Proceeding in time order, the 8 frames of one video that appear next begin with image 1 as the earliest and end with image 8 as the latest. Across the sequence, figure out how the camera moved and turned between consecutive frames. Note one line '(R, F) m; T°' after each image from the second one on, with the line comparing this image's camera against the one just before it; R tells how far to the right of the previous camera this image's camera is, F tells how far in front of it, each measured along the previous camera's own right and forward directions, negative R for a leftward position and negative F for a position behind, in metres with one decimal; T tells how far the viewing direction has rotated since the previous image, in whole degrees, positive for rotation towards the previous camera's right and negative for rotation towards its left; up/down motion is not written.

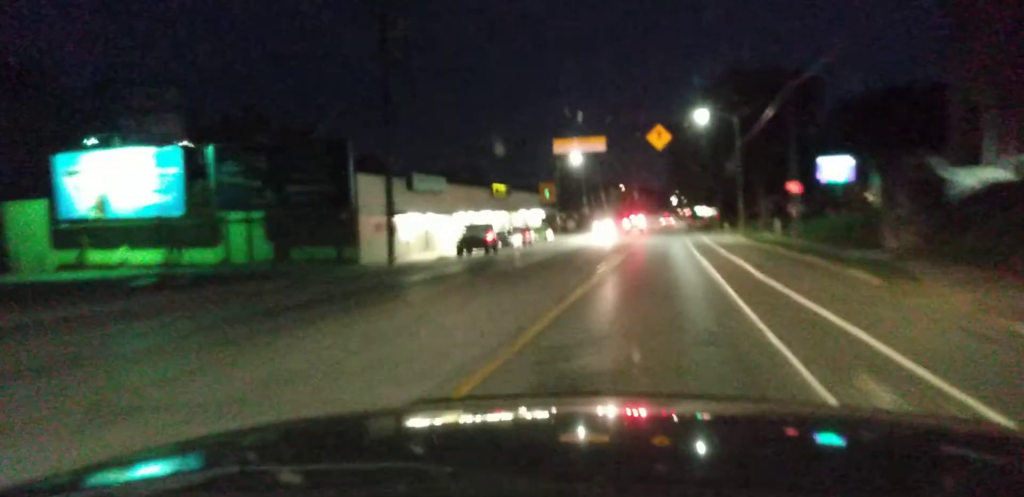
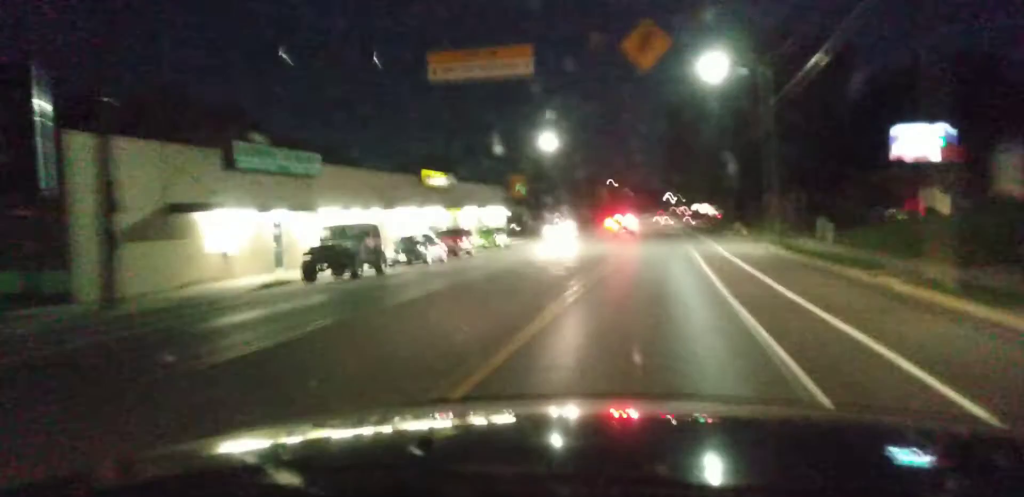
(-0.1, +17.5) m; -1°
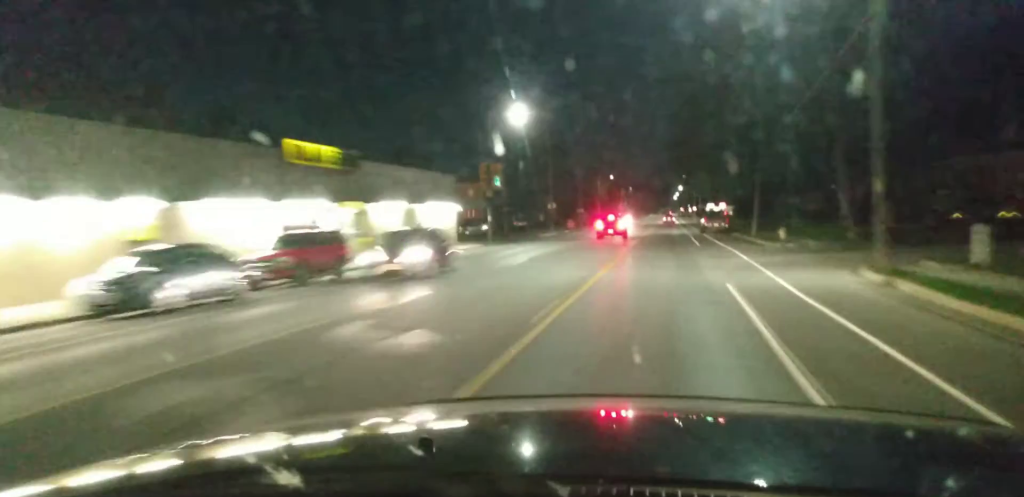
(-0.2, +18.6) m; -1°
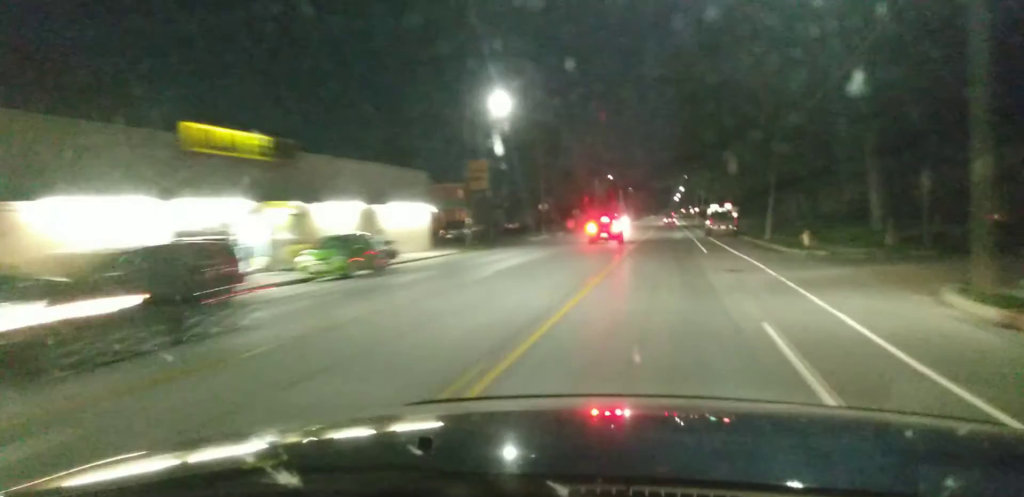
(0.0, +6.8) m; 0°
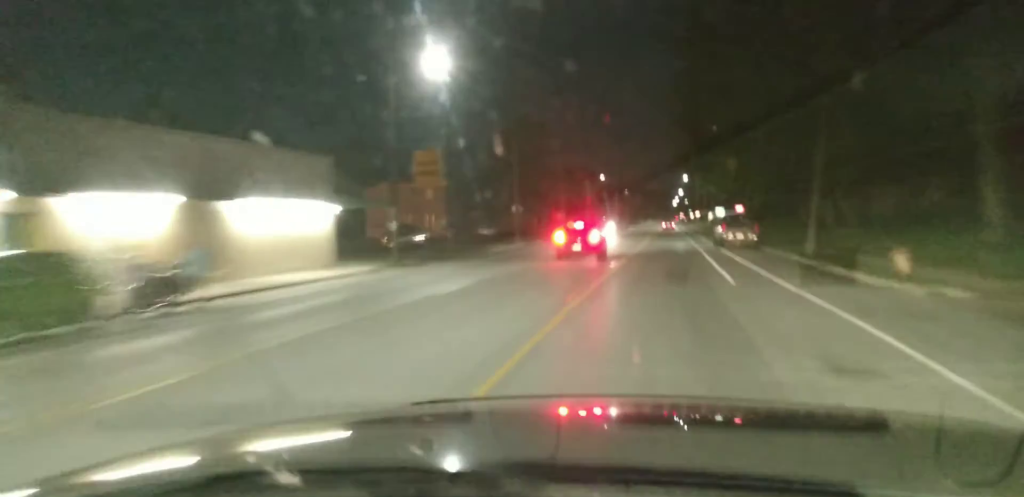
(-0.1, +13.6) m; +1°
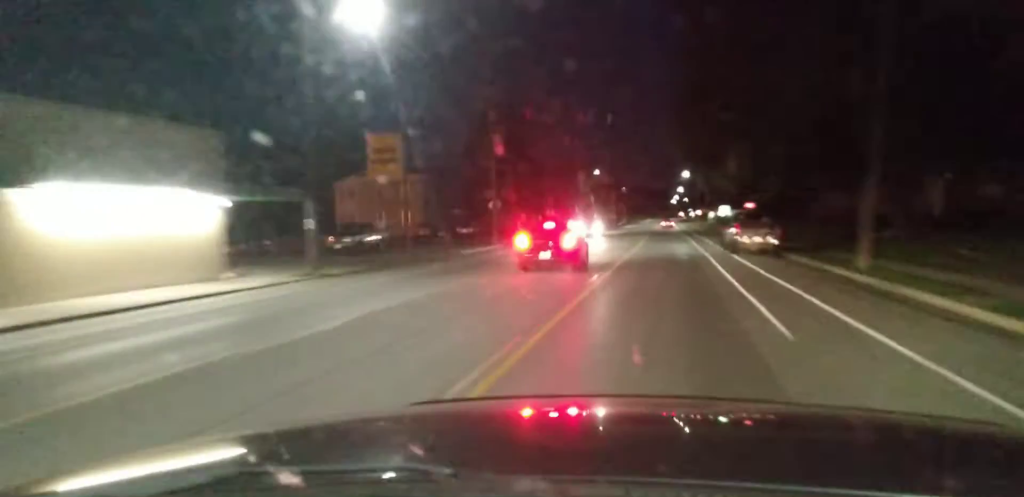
(+0.1, +8.5) m; 0°
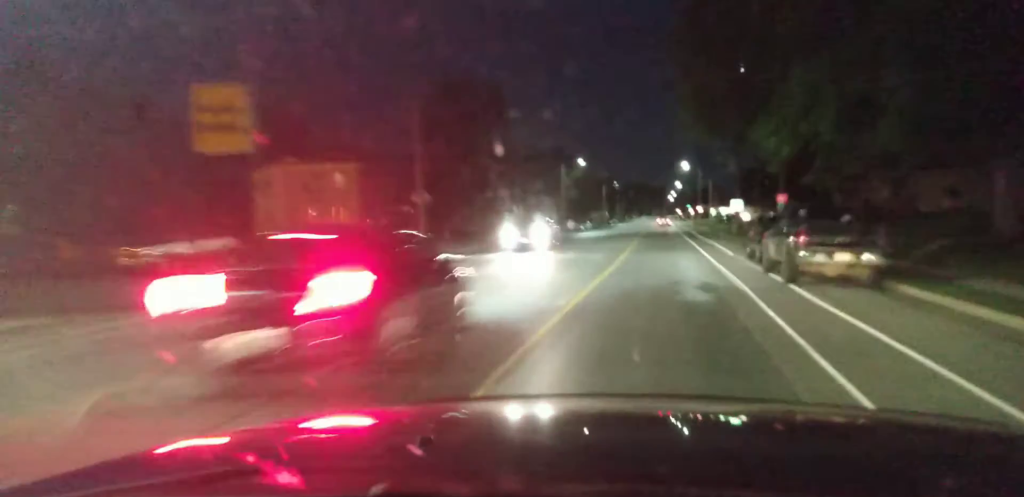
(0.0, +17.0) m; 0°
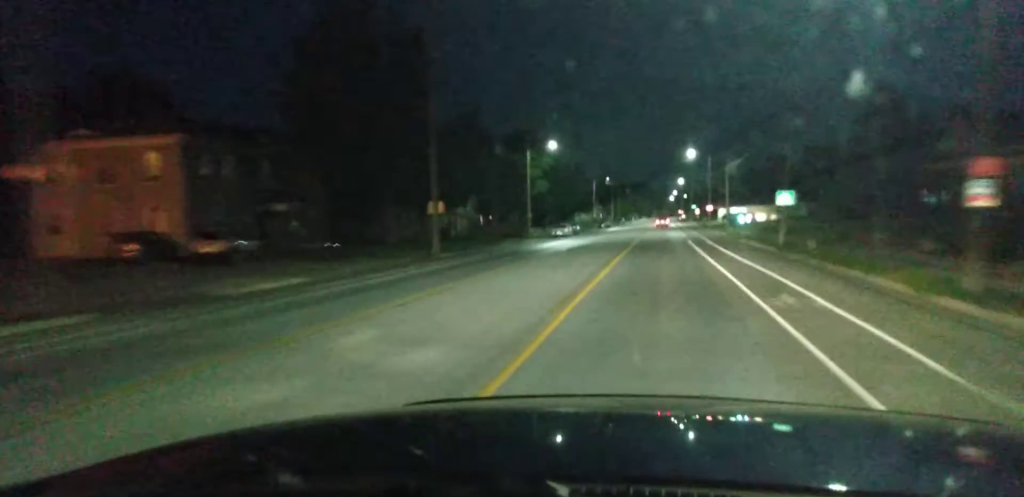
(+0.3, +26.8) m; +2°
